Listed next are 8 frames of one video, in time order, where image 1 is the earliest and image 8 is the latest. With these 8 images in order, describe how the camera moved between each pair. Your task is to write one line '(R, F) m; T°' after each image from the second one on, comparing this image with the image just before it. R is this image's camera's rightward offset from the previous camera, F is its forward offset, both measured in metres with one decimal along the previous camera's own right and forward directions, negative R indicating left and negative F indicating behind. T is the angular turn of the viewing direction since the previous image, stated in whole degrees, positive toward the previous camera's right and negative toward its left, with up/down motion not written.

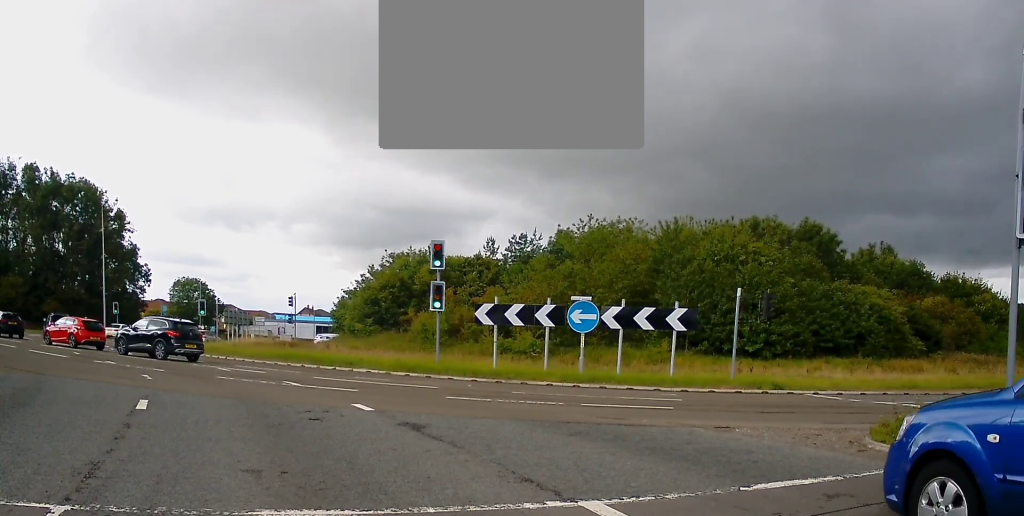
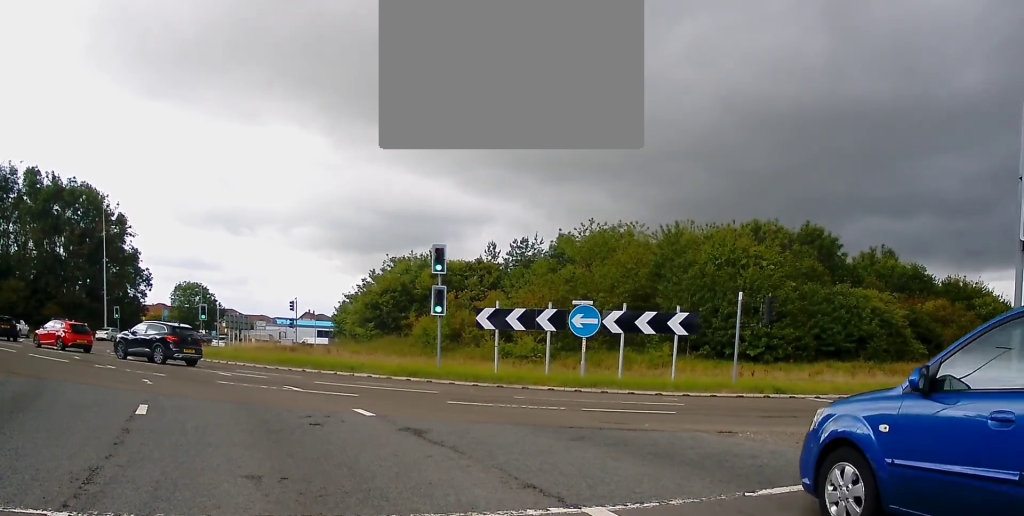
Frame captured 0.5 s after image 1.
(0.0, 0.0) m; 0°
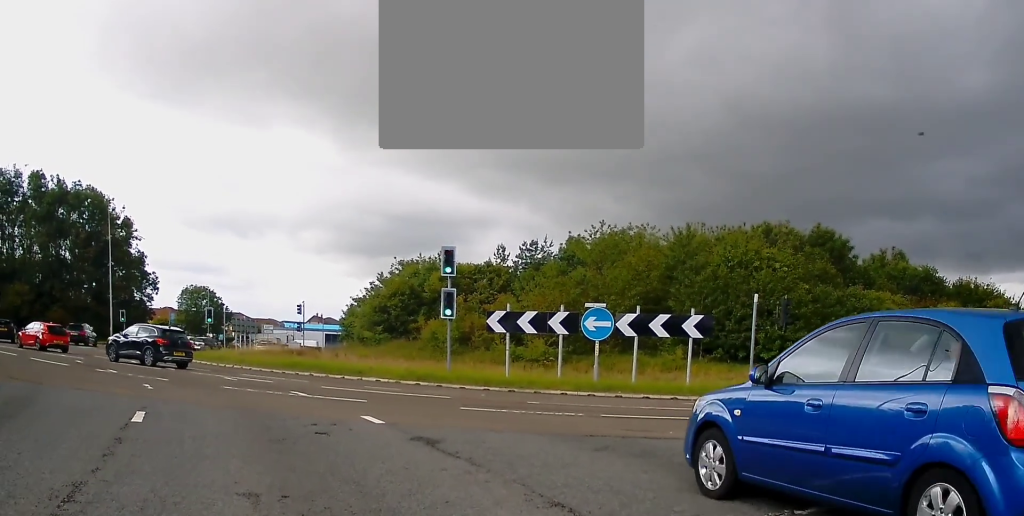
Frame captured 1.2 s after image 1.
(-0.1, +0.4) m; -7°
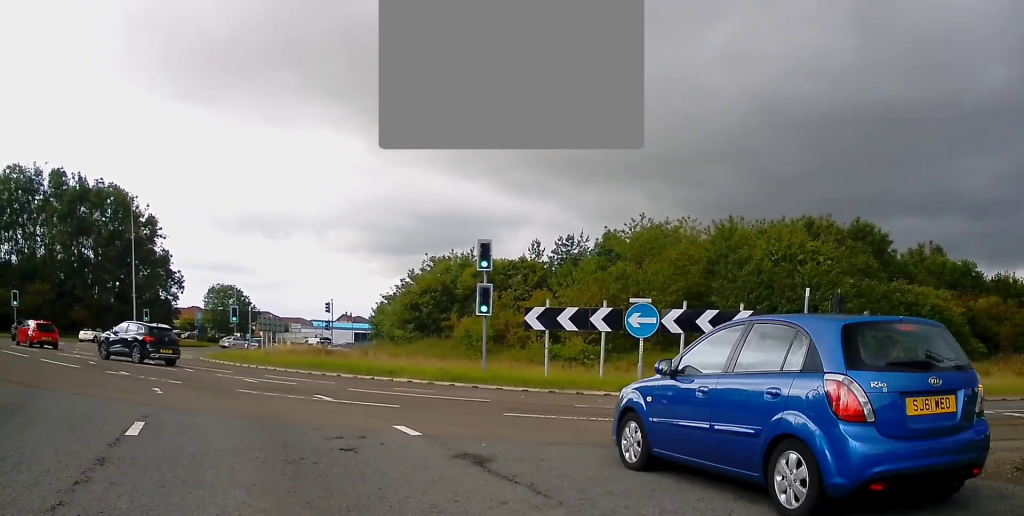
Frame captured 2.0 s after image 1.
(-0.2, +0.9) m; -10°
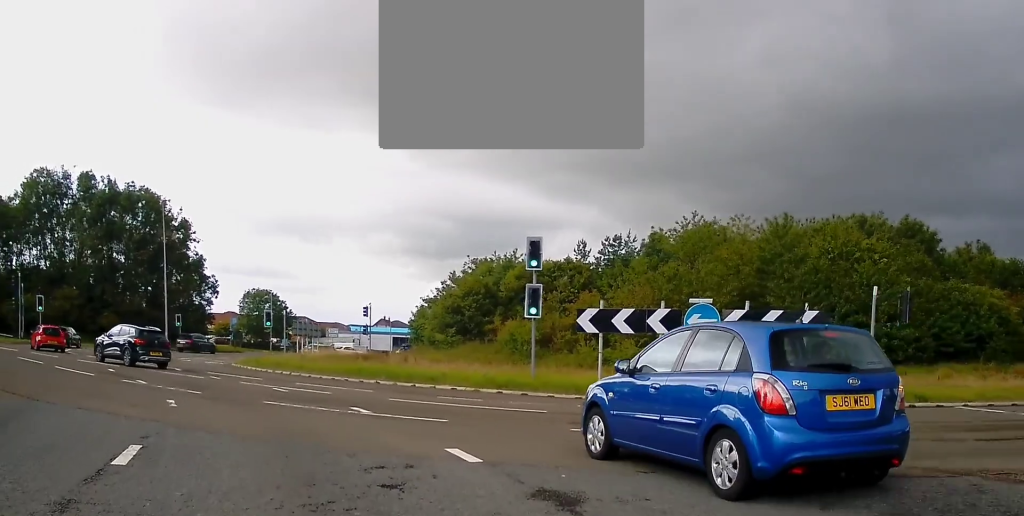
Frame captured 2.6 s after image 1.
(0.0, +1.5) m; 0°
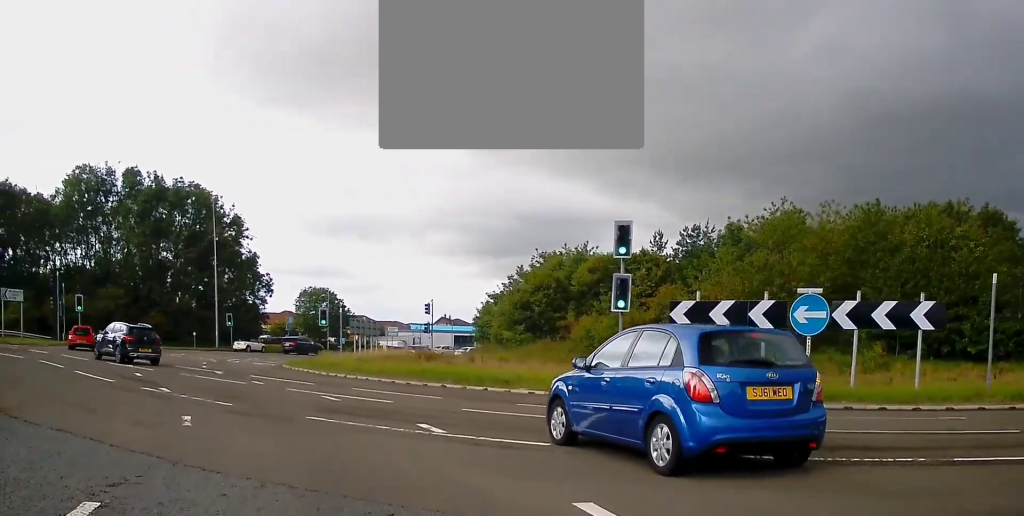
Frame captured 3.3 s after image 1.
(0.0, +2.6) m; -4°
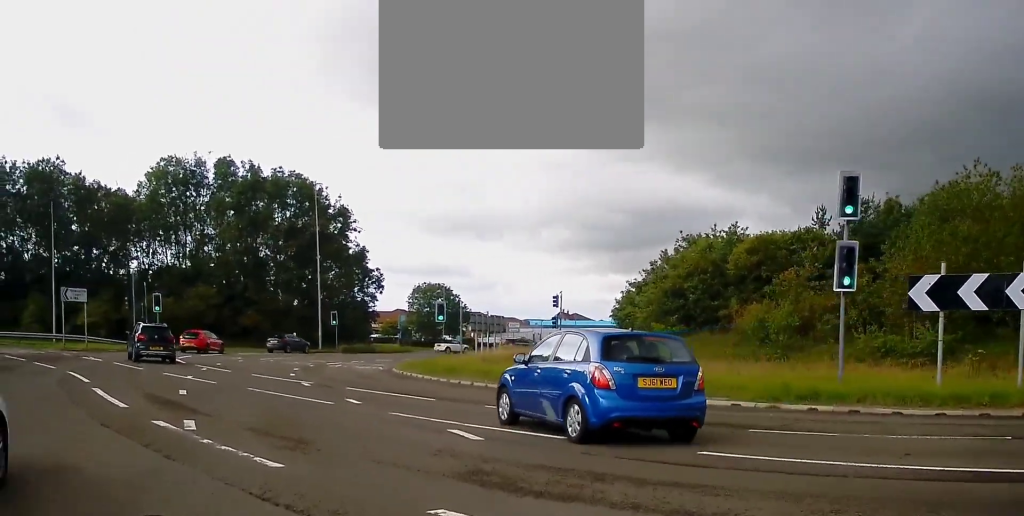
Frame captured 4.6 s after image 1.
(-0.5, +5.9) m; -7°
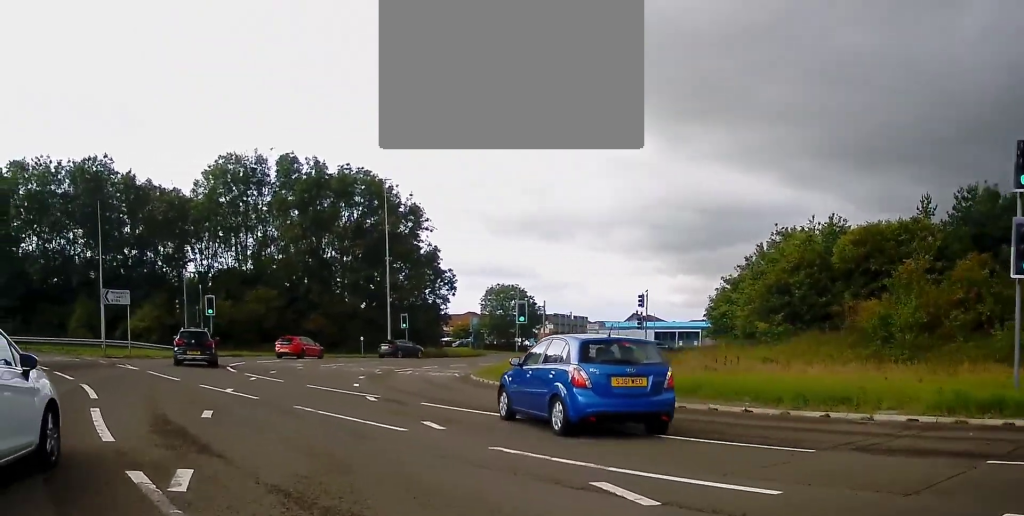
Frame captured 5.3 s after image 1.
(-0.1, +3.9) m; -2°
